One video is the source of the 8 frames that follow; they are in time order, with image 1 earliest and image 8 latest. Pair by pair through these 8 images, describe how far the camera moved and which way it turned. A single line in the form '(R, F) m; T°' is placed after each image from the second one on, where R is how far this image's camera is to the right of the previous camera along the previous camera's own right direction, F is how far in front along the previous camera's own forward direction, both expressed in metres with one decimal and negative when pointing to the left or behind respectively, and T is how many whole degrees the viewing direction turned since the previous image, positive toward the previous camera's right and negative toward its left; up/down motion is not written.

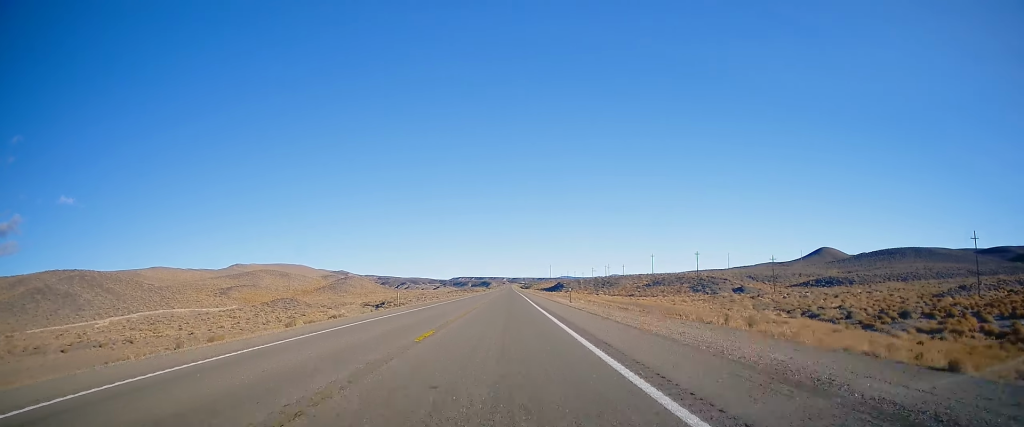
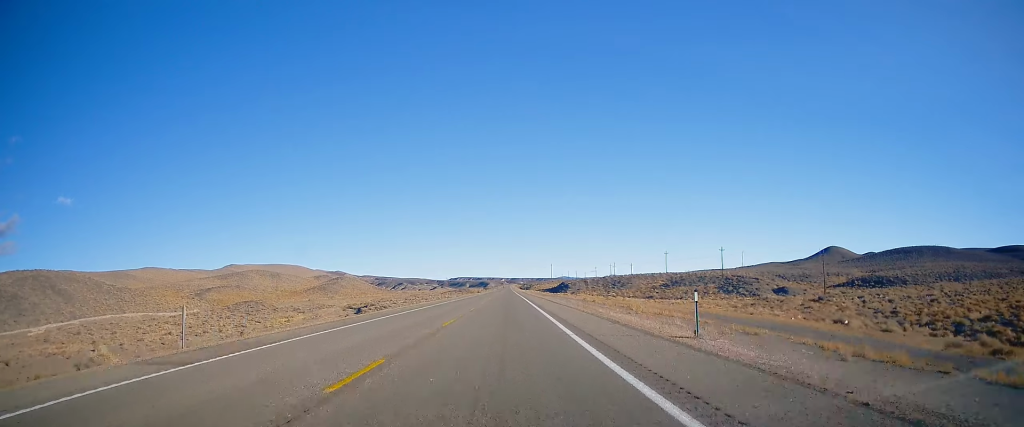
(-0.6, +30.5) m; 0°
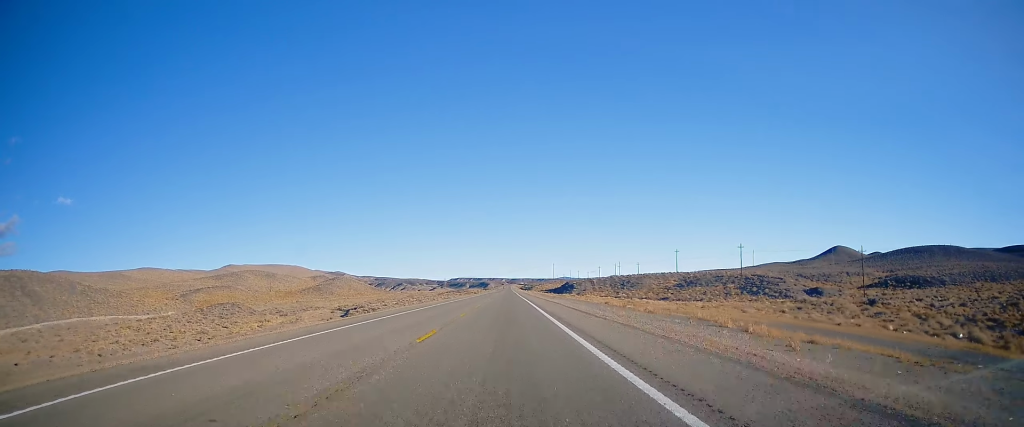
(+0.2, +17.6) m; 0°
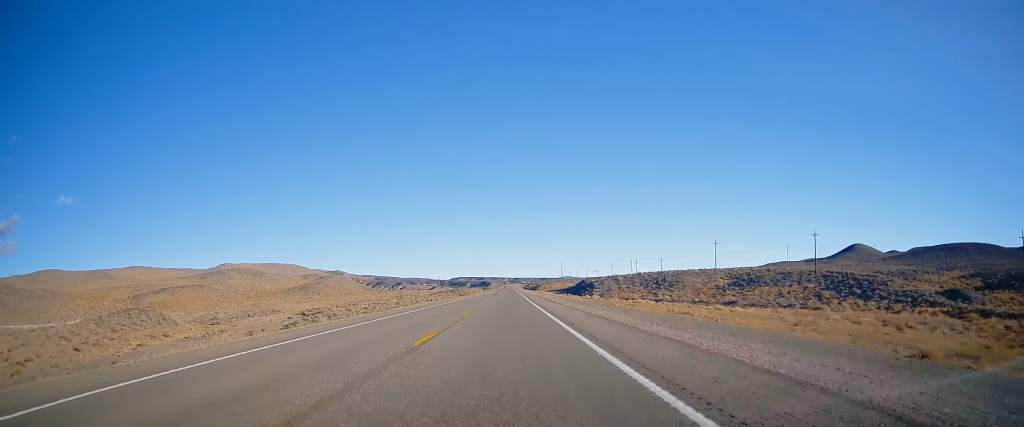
(-0.3, +49.0) m; 0°
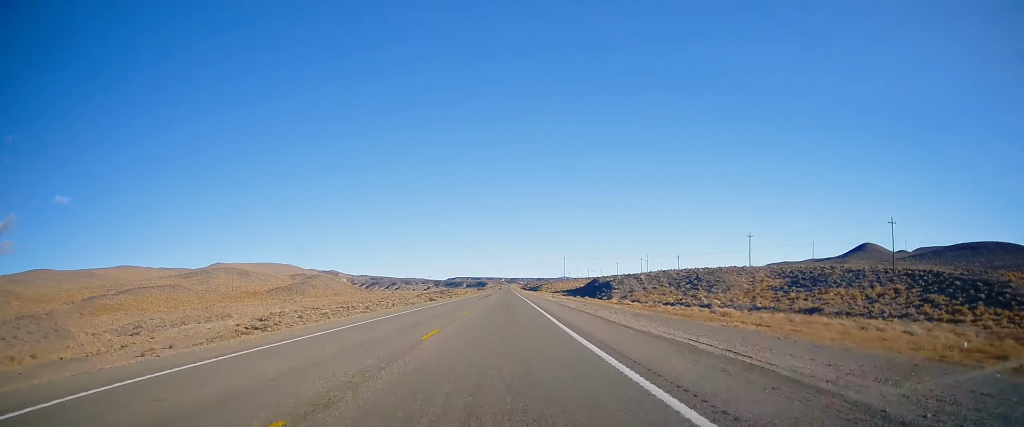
(+0.5, +35.0) m; 0°
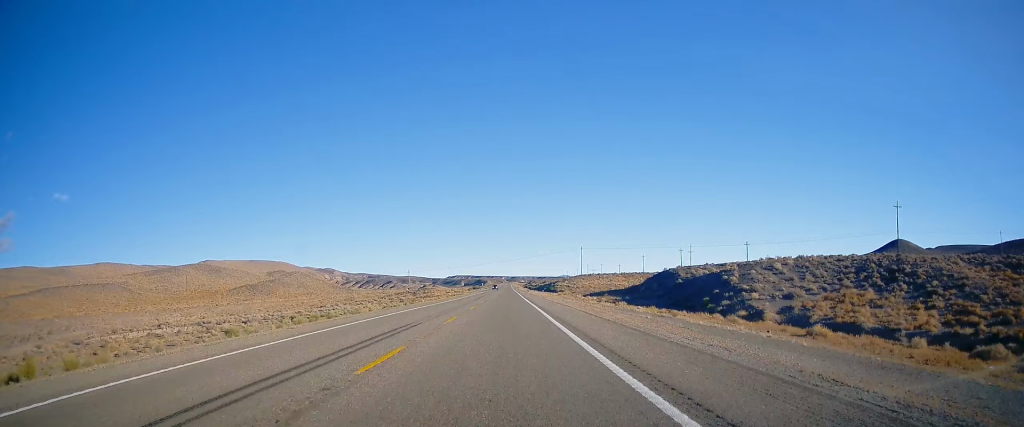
(-0.8, +78.7) m; 0°
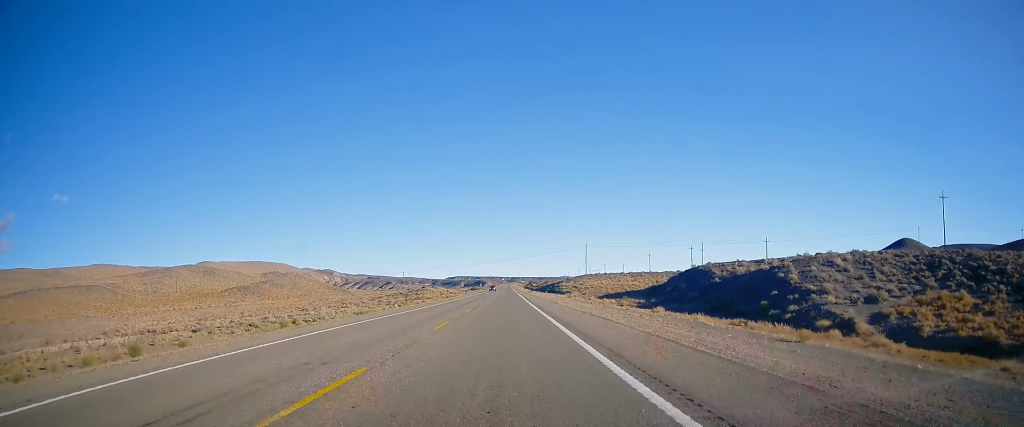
(+0.1, +15.3) m; 0°
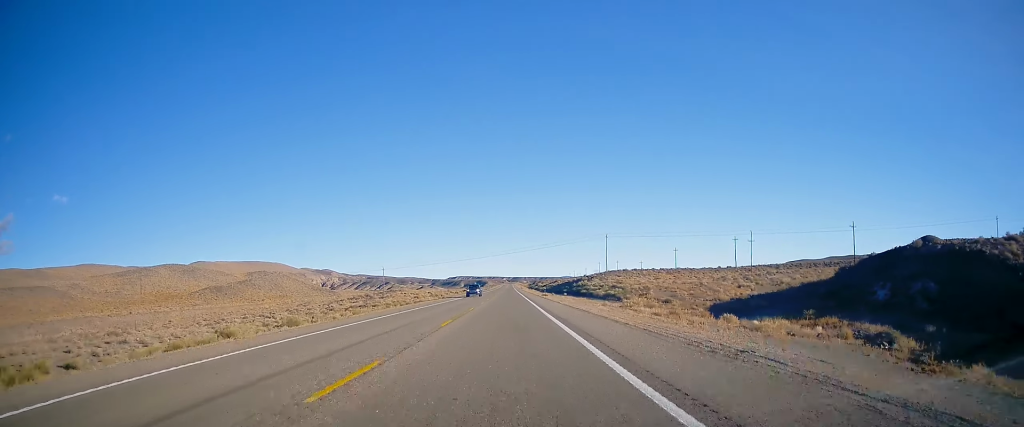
(-0.2, +48.1) m; 0°
